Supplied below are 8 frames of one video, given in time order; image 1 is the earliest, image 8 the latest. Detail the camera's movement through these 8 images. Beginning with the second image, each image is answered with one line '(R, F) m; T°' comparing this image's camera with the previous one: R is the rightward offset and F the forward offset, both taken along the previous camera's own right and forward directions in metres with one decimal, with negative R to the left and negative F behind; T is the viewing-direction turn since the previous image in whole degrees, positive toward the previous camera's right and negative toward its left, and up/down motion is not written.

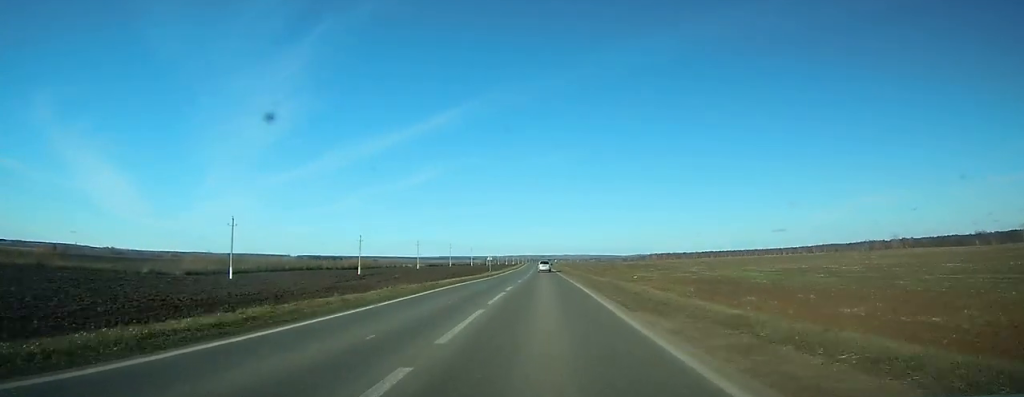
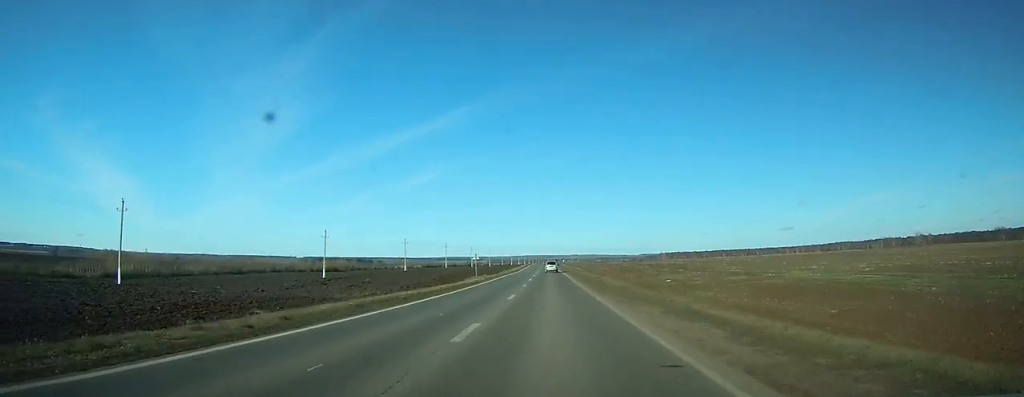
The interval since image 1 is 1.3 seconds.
(0.0, +26.7) m; 0°
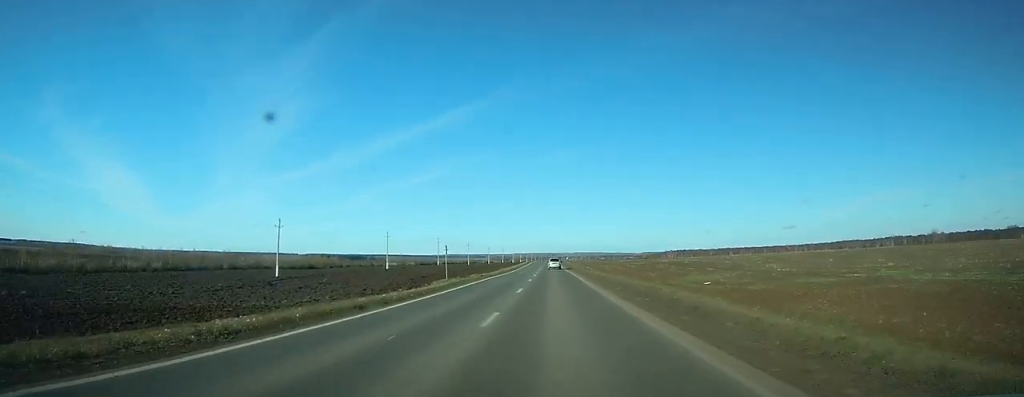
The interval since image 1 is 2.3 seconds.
(-0.1, +22.4) m; 0°
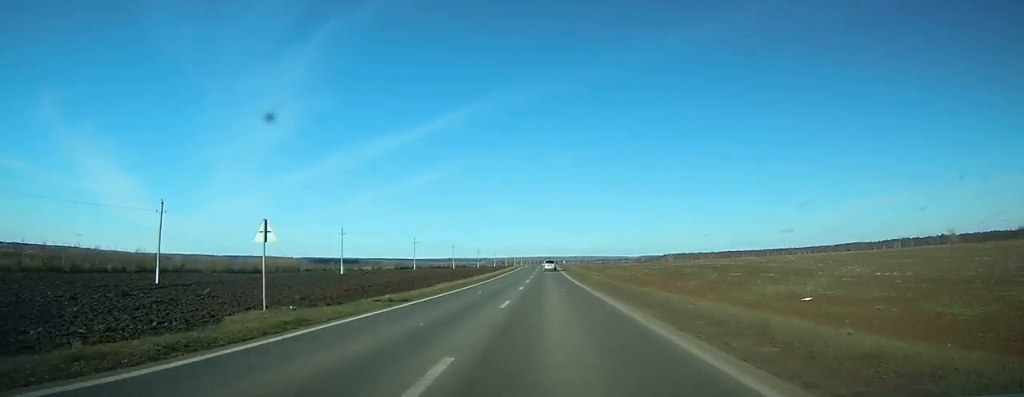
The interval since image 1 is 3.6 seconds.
(0.0, +30.5) m; 0°
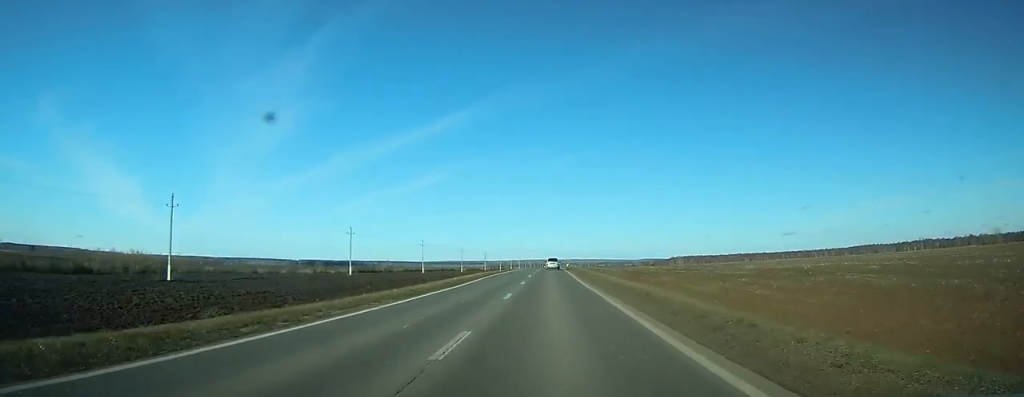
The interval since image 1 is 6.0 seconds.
(0.0, +58.9) m; 0°
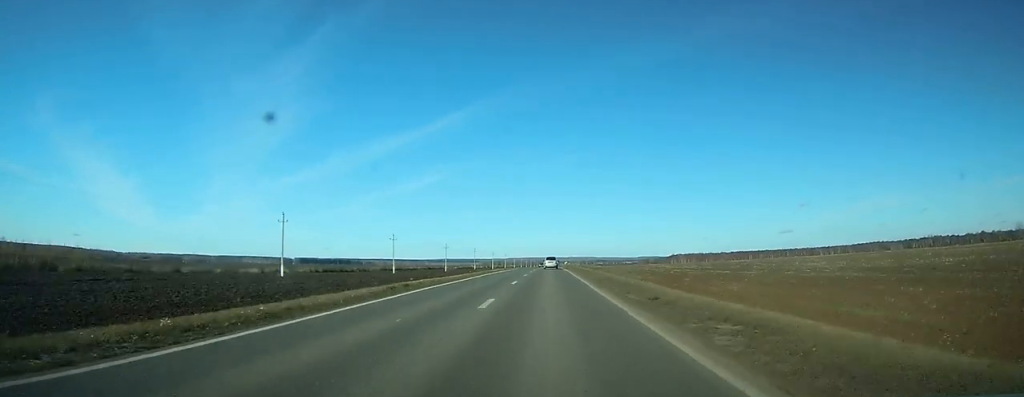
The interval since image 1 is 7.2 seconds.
(-0.1, +30.7) m; 0°
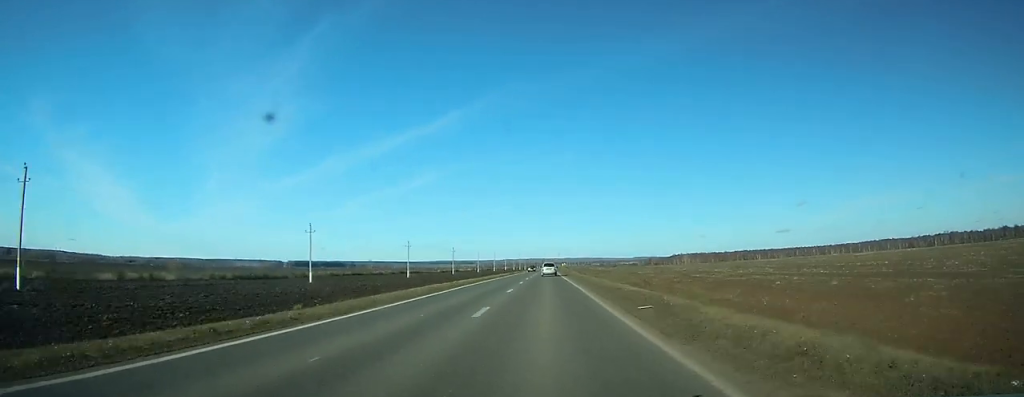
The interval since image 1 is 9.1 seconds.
(+0.3, +49.7) m; +1°
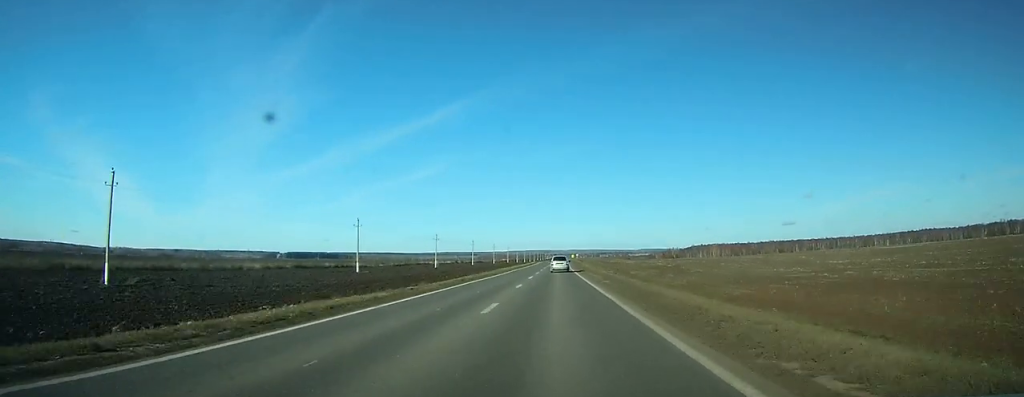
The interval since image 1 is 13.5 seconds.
(0.0, +101.9) m; 0°
